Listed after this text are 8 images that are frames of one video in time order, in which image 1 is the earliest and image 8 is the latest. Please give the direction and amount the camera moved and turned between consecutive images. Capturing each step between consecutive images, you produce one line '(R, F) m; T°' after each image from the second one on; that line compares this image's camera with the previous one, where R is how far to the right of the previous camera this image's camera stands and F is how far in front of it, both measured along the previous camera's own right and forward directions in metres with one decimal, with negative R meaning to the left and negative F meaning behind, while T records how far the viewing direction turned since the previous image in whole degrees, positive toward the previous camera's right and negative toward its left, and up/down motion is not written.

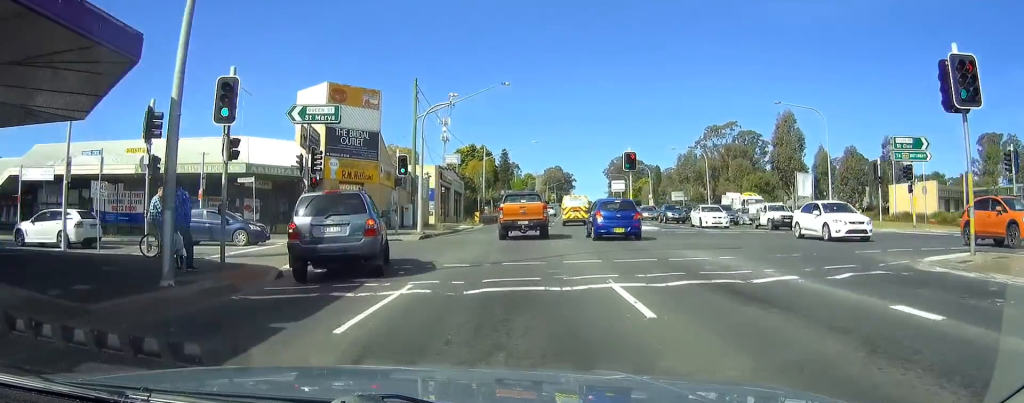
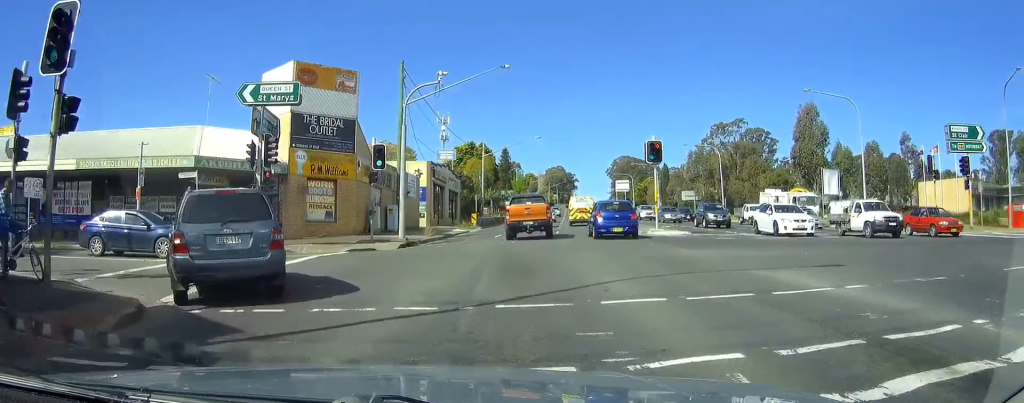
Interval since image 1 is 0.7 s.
(0.0, +6.2) m; 0°
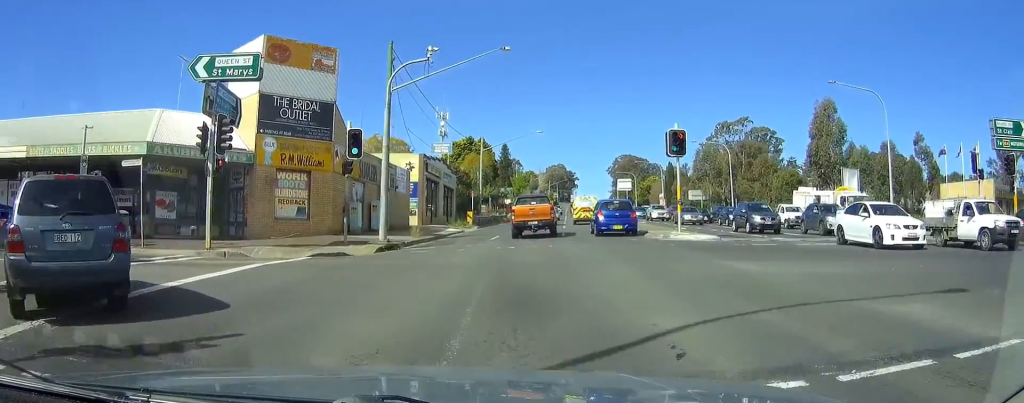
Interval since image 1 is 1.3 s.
(0.0, +4.4) m; 0°
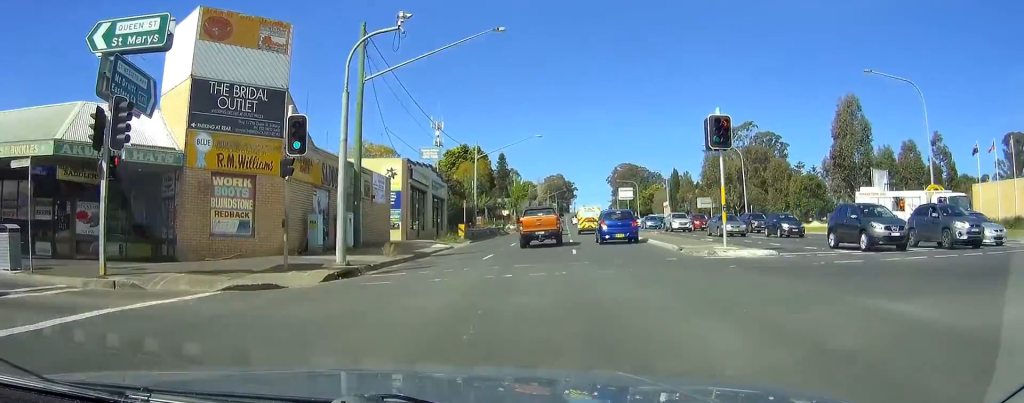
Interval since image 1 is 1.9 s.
(+0.1, +6.1) m; +1°
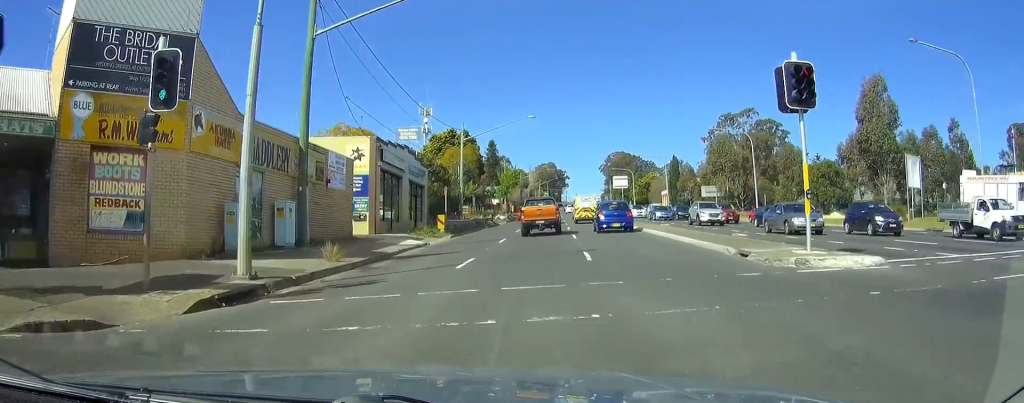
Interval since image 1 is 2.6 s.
(0.0, +6.2) m; 0°
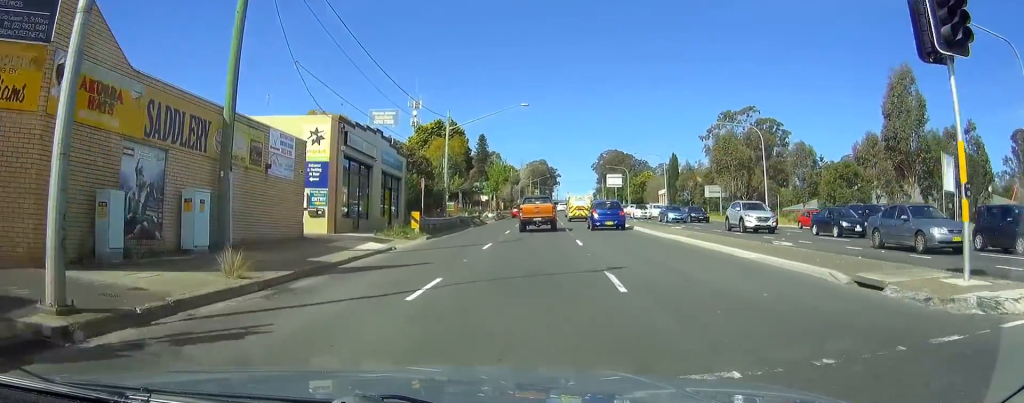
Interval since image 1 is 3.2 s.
(0.0, +5.6) m; 0°
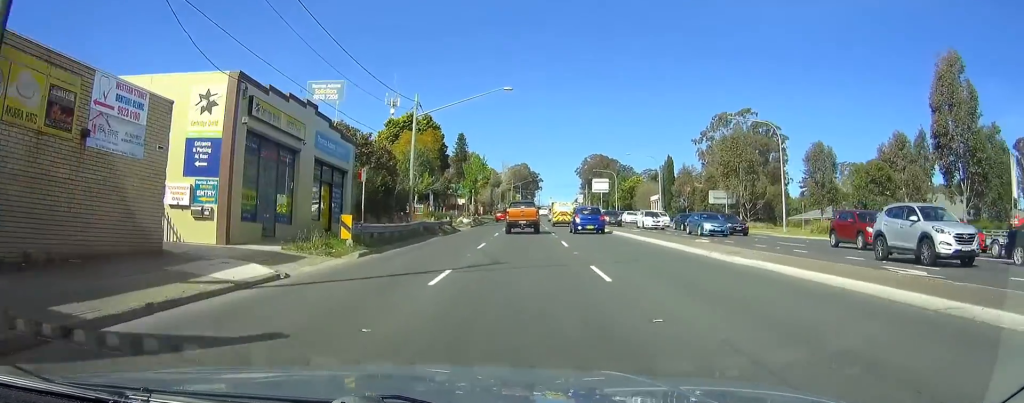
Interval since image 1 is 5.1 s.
(+0.3, +16.5) m; +3°
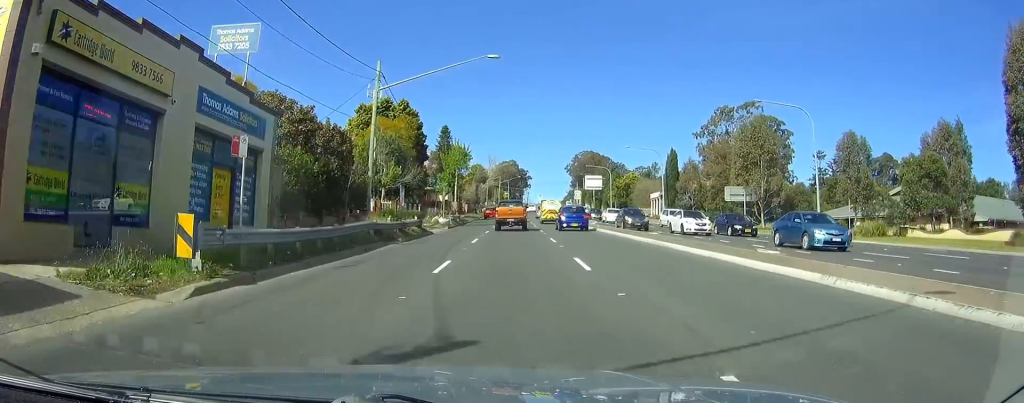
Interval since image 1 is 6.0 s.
(+0.2, +8.9) m; +1°
